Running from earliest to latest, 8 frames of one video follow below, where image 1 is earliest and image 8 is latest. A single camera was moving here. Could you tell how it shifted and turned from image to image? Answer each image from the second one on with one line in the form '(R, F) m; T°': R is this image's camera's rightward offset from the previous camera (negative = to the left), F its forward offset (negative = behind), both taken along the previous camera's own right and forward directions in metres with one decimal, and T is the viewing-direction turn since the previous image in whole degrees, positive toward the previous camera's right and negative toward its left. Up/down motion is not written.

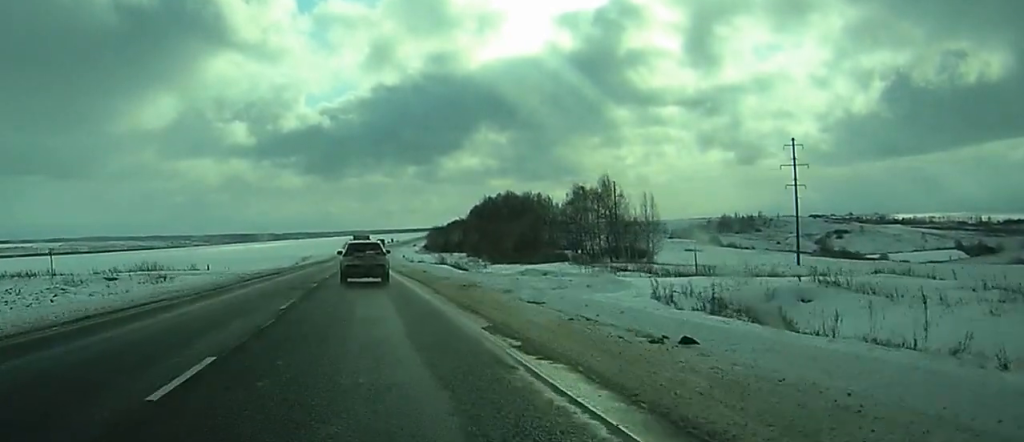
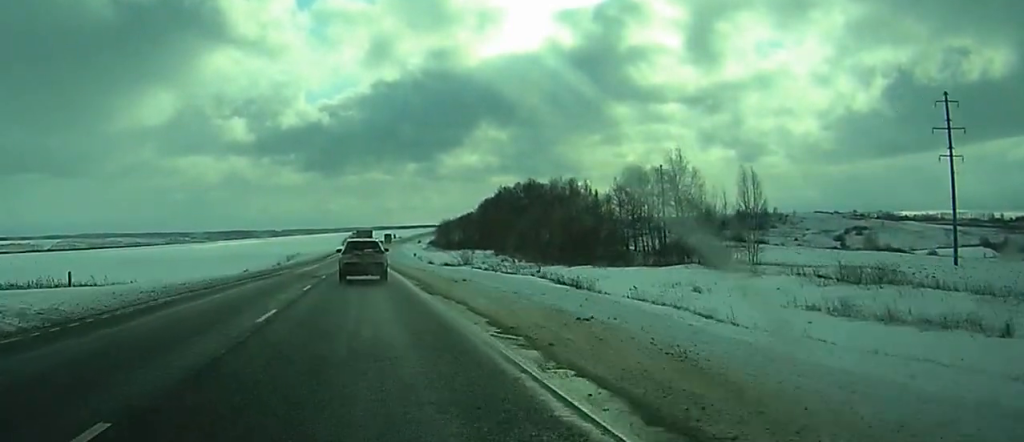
(-0.6, +39.7) m; -1°
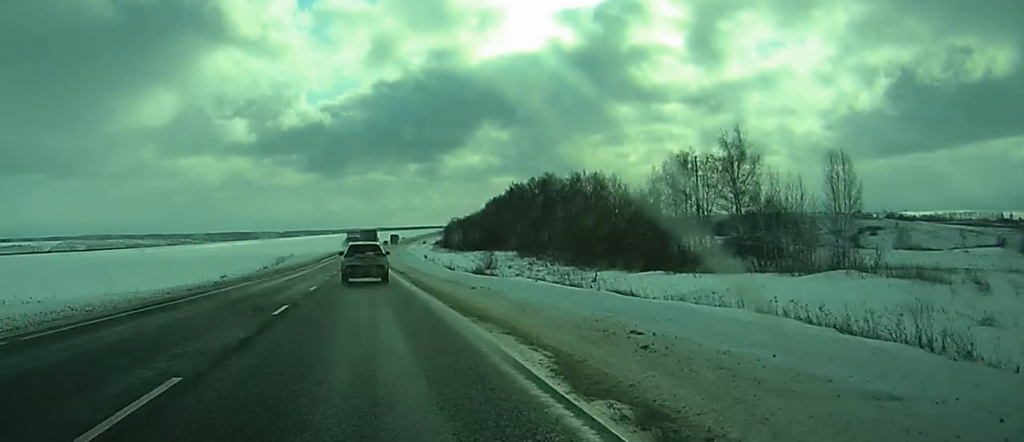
(0.0, +21.1) m; 0°
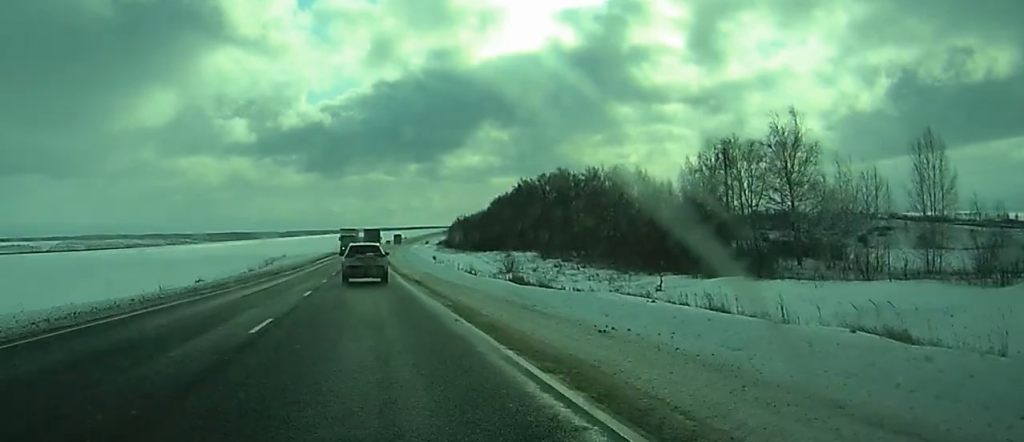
(0.0, +15.2) m; 0°
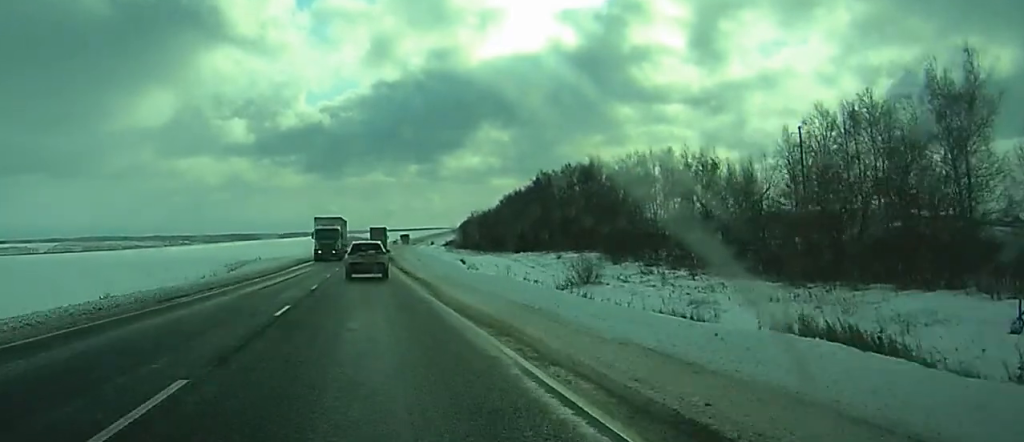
(+0.2, +30.9) m; -1°
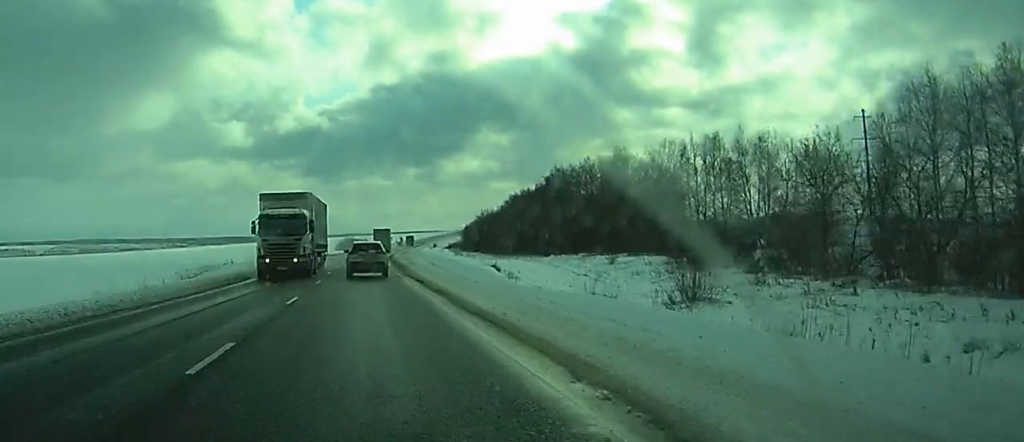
(-0.5, +19.1) m; -1°
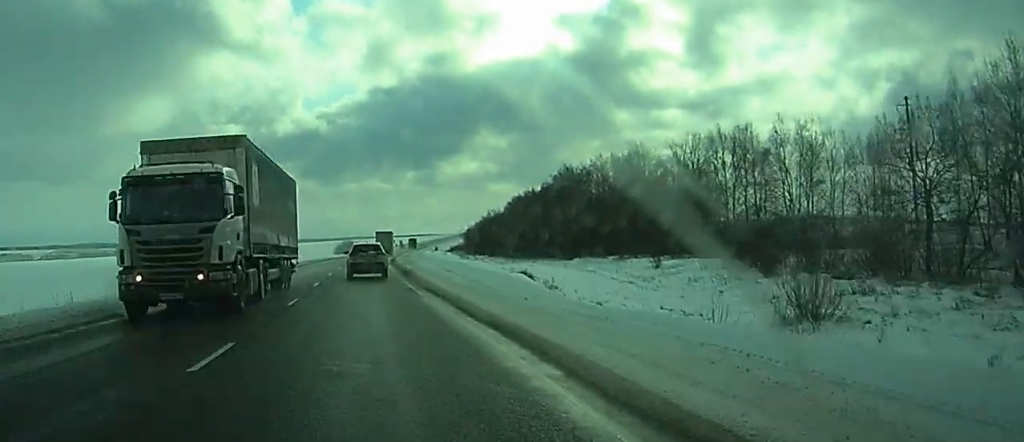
(+0.1, +10.6) m; 0°
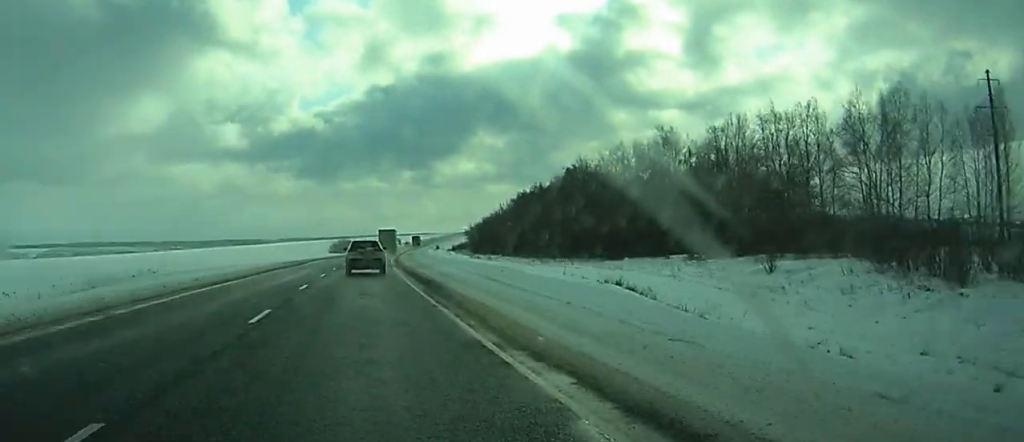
(+0.1, +16.3) m; 0°
